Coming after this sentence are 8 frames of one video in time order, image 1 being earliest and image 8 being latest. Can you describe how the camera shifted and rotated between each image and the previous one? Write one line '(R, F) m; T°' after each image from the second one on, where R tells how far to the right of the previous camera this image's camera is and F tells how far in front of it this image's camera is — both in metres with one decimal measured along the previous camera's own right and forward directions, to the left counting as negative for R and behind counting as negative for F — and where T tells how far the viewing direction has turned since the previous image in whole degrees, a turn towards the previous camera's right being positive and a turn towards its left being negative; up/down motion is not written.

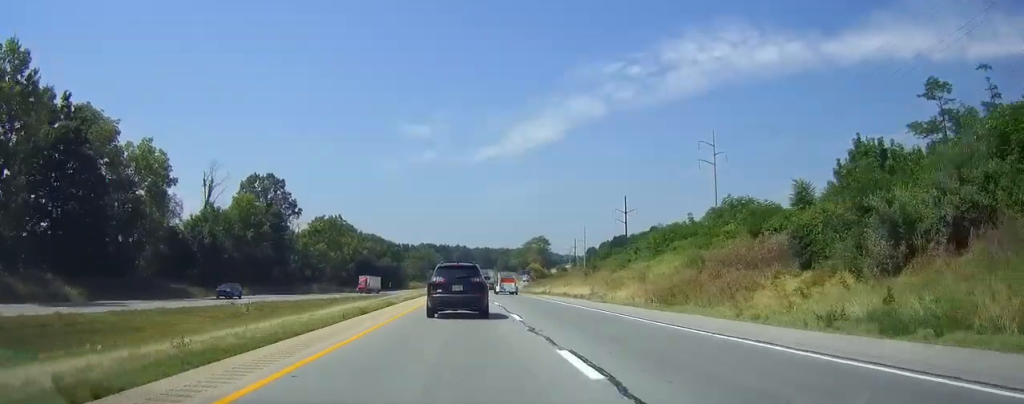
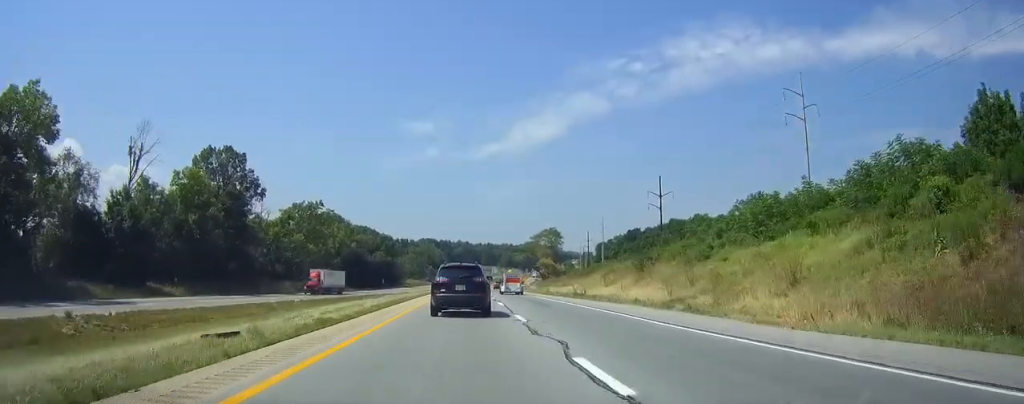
(-0.1, +25.5) m; 0°
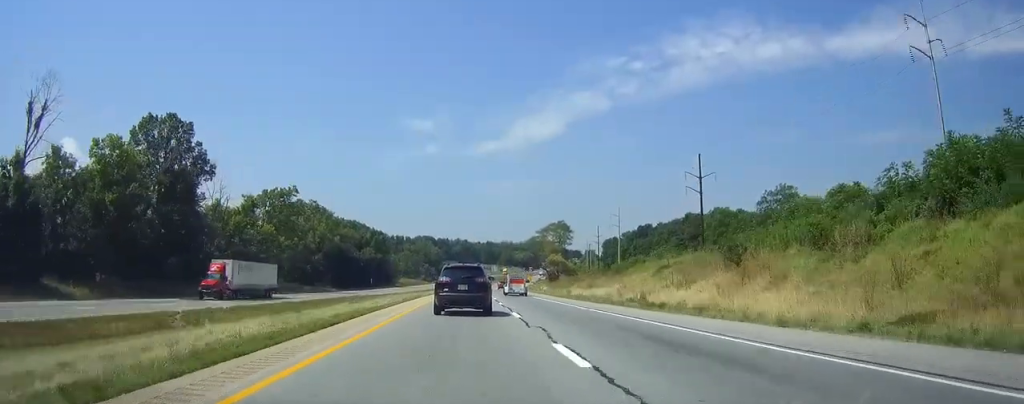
(0.0, +22.4) m; 0°
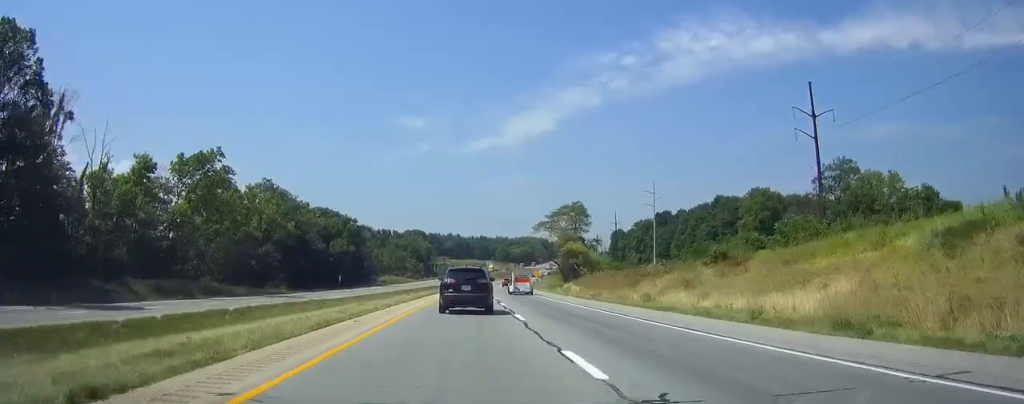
(0.0, +37.7) m; 0°
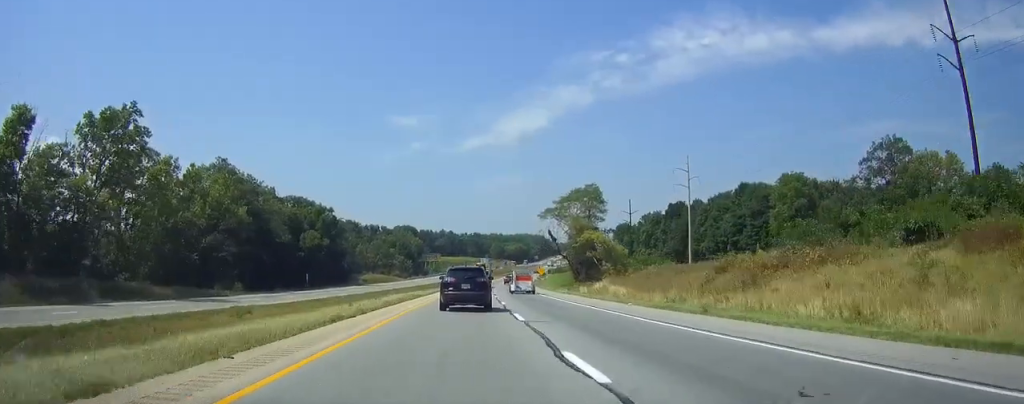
(-0.1, +24.6) m; 0°
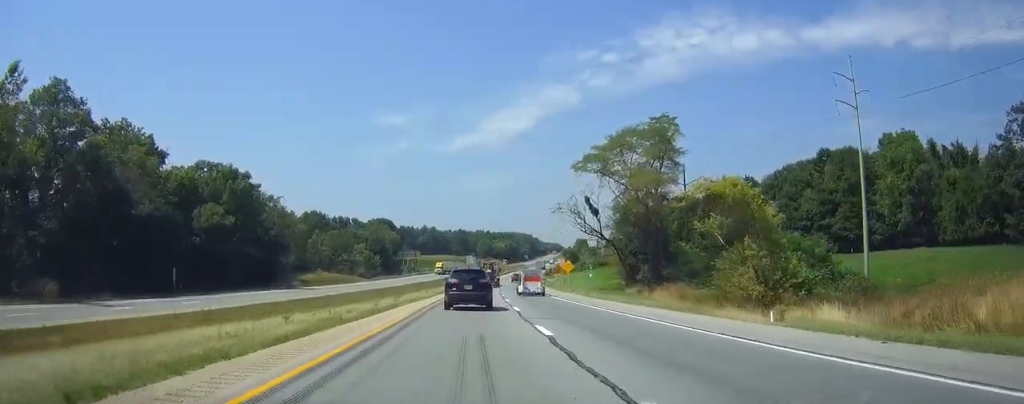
(+0.5, +53.0) m; +1°
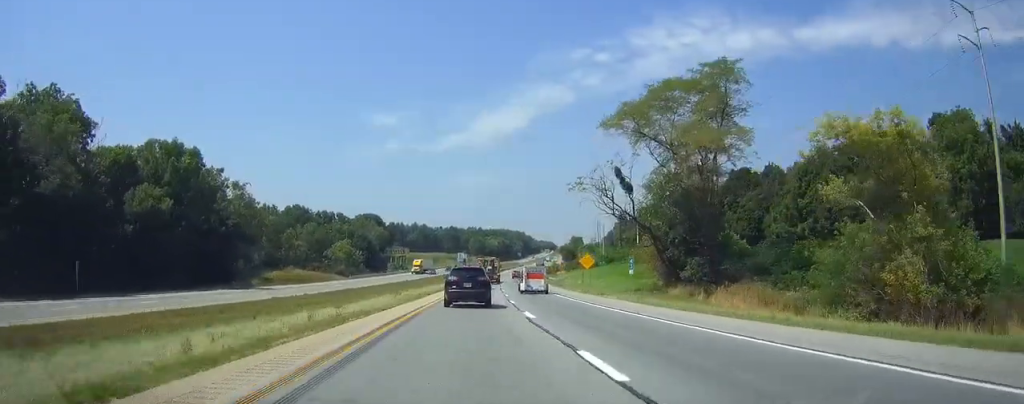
(0.0, +19.0) m; +1°
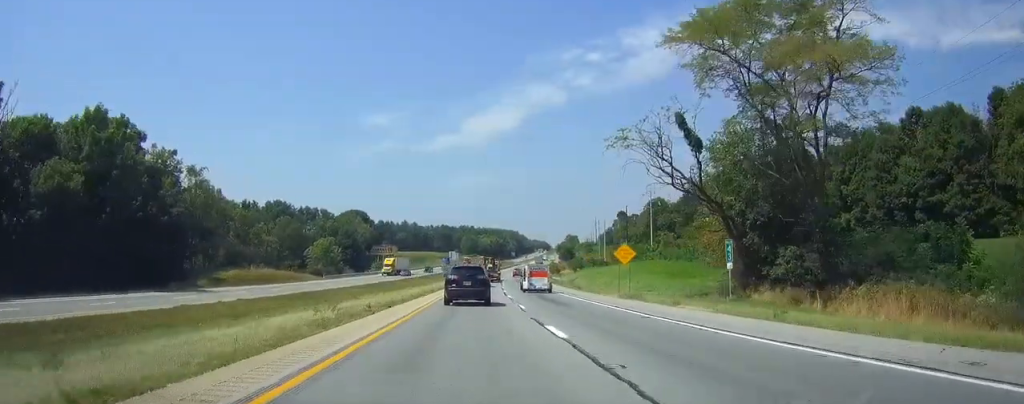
(+0.2, +19.1) m; +1°
